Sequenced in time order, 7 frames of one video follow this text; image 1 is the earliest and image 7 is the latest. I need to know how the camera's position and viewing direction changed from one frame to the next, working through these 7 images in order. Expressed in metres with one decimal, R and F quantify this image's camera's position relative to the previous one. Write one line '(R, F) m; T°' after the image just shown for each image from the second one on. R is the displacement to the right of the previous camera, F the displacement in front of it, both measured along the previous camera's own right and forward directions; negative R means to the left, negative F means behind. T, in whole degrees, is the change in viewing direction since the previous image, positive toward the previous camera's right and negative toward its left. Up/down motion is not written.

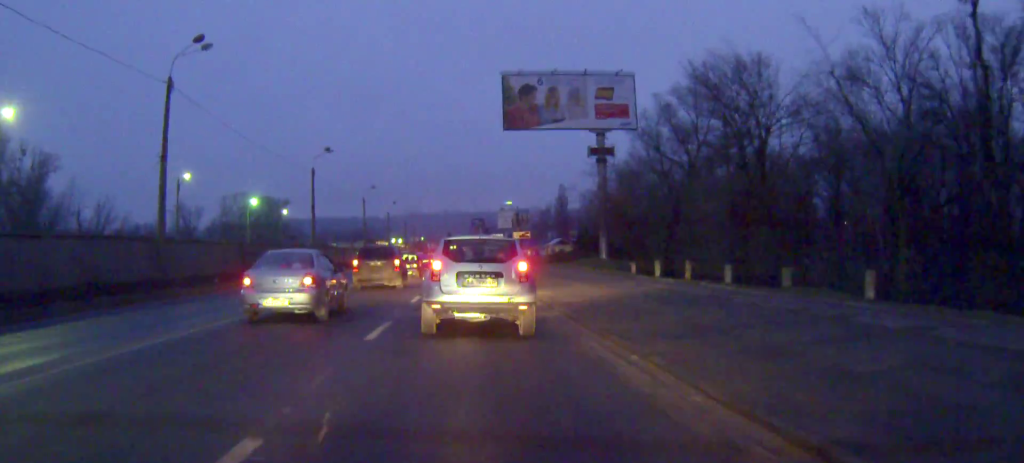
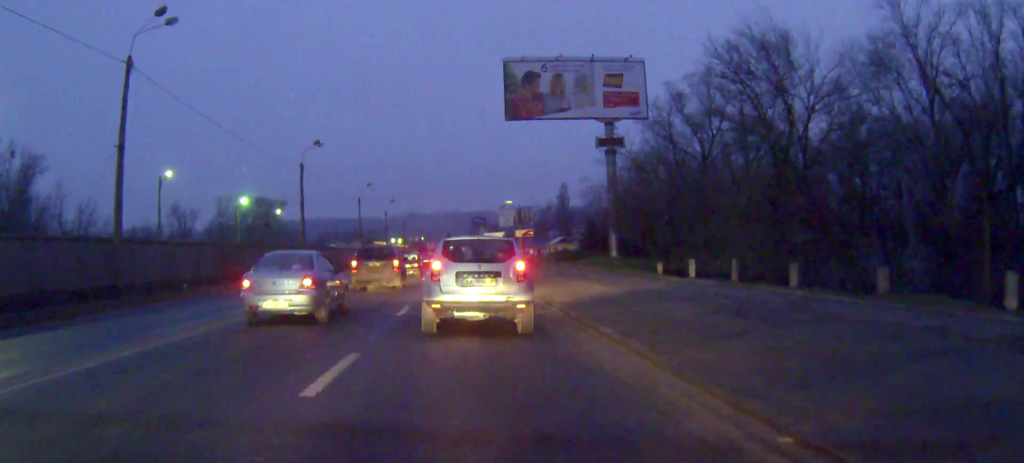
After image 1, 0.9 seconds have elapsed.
(0.0, +5.2) m; -1°
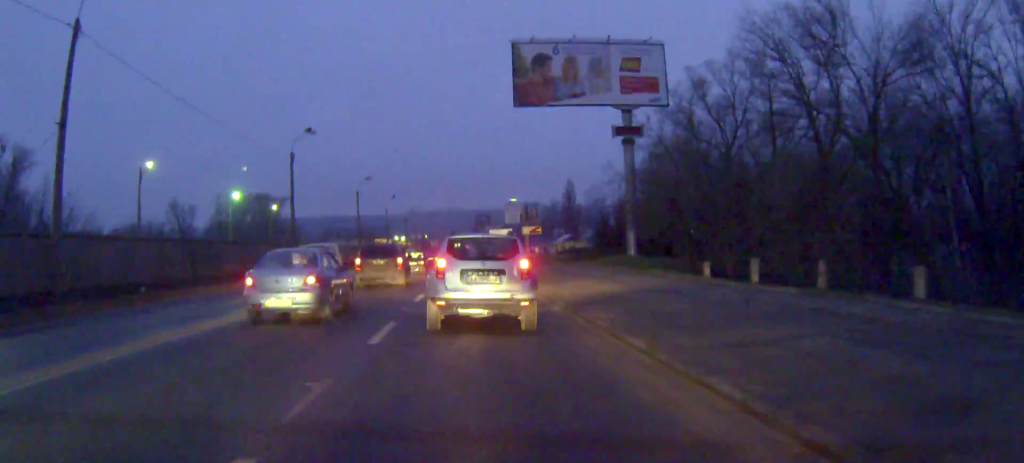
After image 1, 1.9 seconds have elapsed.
(-0.1, +6.0) m; -1°
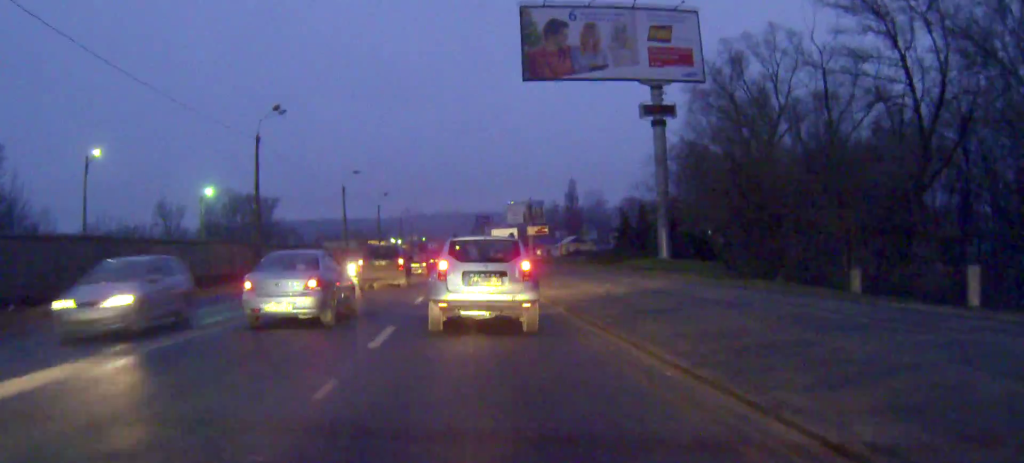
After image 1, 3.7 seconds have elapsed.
(+0.3, +11.5) m; +2°
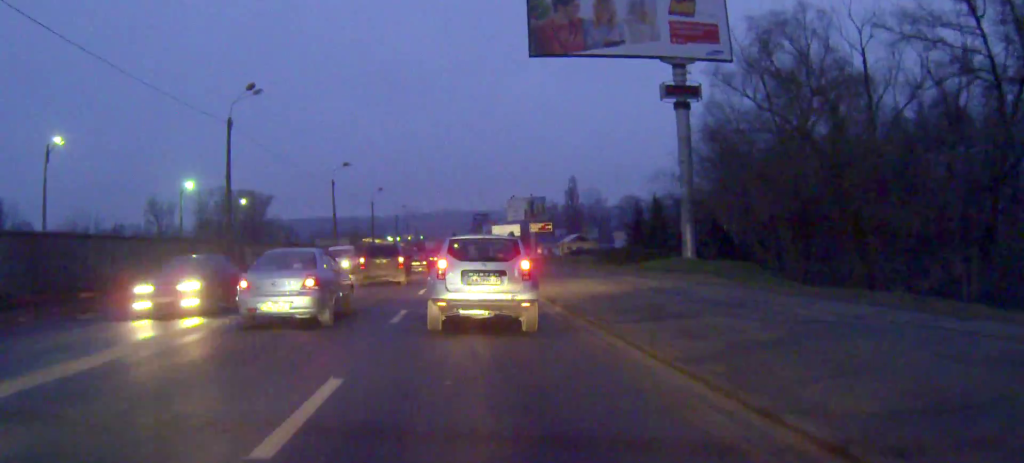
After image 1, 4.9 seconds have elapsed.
(0.0, +6.8) m; -1°
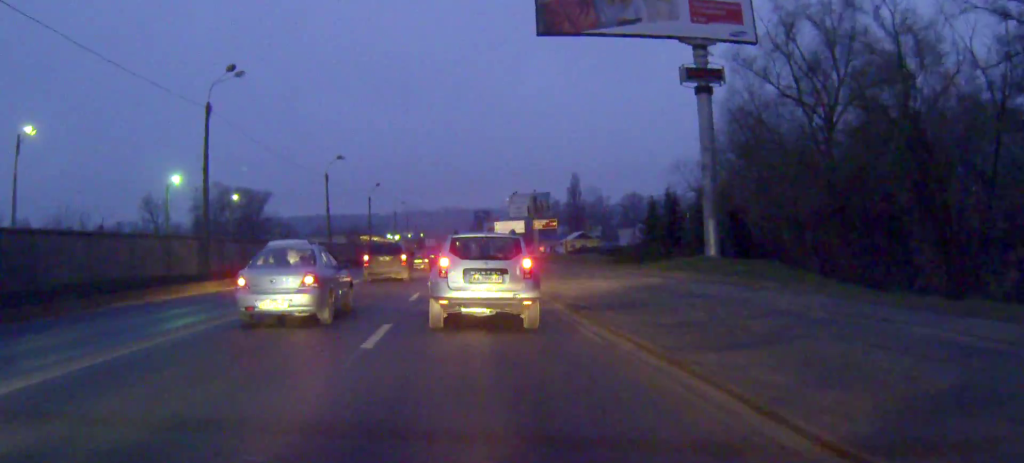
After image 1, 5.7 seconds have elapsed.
(0.0, +4.8) m; 0°
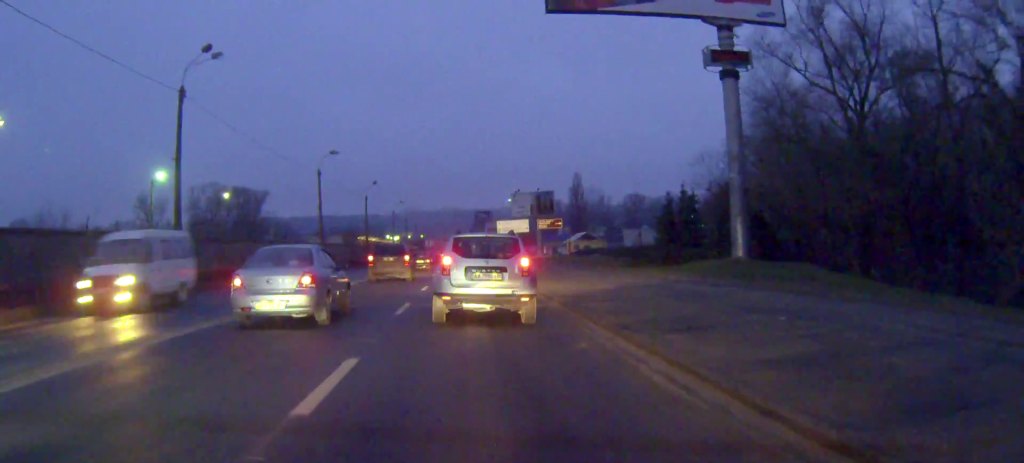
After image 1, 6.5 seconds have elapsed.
(0.0, +5.0) m; 0°
